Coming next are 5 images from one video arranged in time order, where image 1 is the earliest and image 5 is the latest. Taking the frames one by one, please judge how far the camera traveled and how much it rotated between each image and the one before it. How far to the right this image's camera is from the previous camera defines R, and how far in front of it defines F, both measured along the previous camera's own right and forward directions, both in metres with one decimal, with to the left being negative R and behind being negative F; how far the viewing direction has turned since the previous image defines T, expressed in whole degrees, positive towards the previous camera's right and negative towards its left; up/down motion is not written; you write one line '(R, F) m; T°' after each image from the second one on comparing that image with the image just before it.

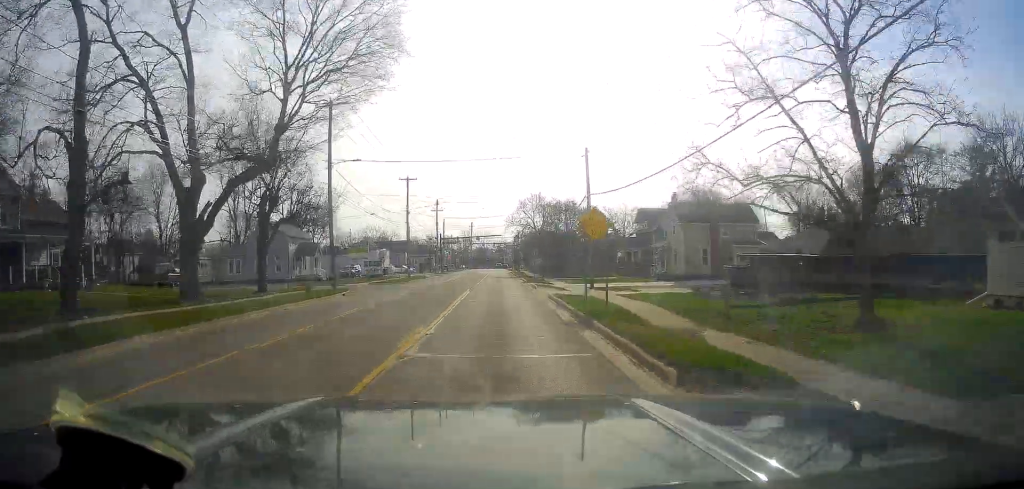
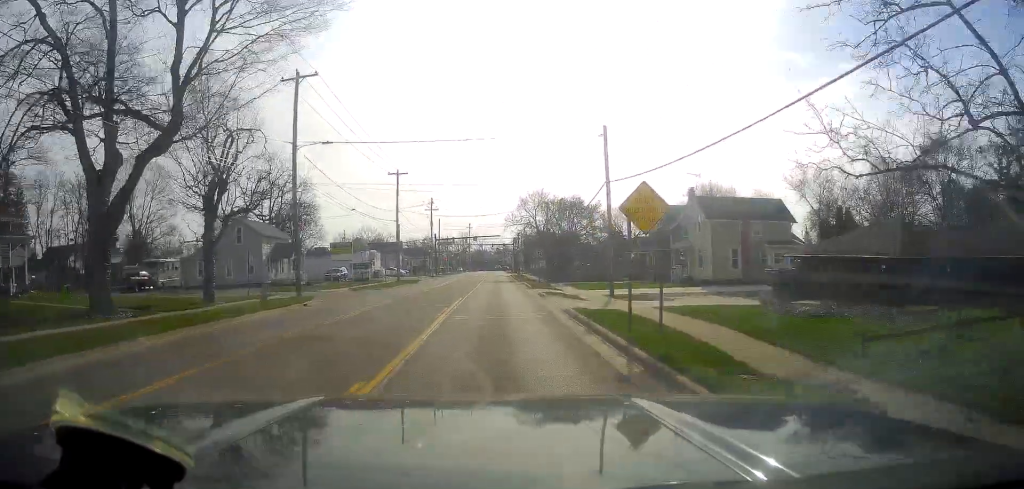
(+0.2, +6.9) m; 0°
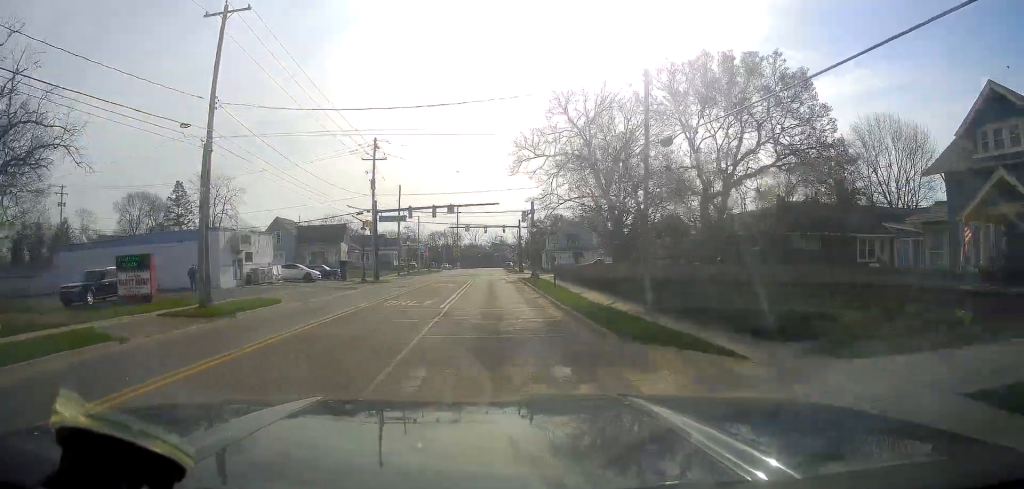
(-0.6, +46.6) m; 0°
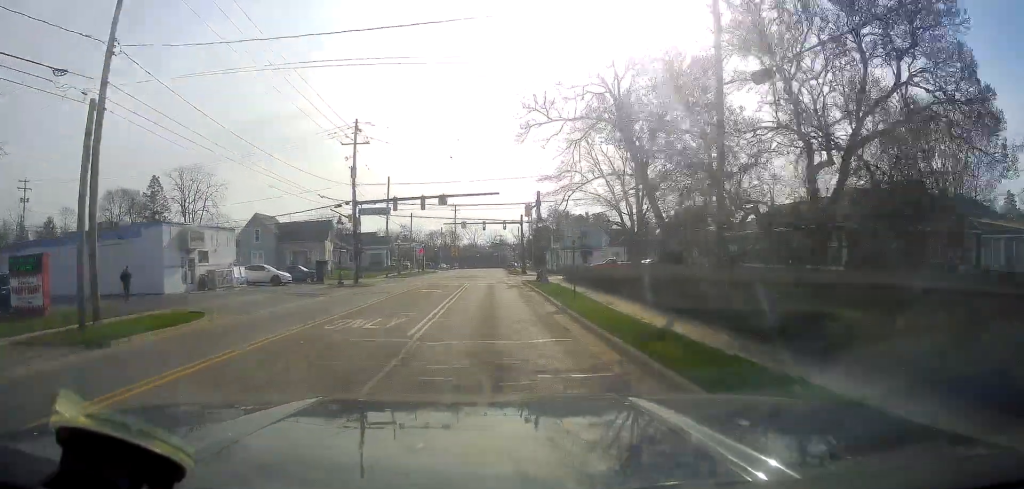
(+0.3, +7.7) m; 0°
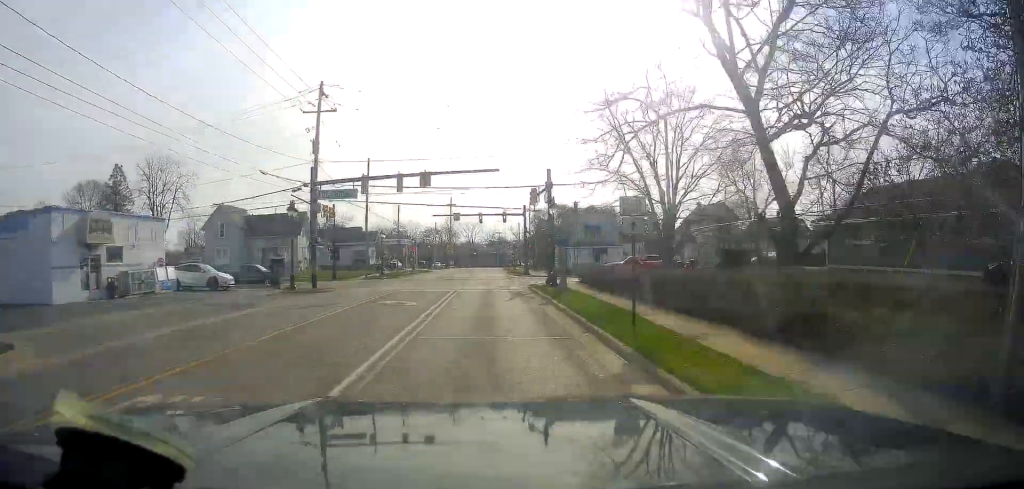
(-0.1, +10.1) m; 0°
